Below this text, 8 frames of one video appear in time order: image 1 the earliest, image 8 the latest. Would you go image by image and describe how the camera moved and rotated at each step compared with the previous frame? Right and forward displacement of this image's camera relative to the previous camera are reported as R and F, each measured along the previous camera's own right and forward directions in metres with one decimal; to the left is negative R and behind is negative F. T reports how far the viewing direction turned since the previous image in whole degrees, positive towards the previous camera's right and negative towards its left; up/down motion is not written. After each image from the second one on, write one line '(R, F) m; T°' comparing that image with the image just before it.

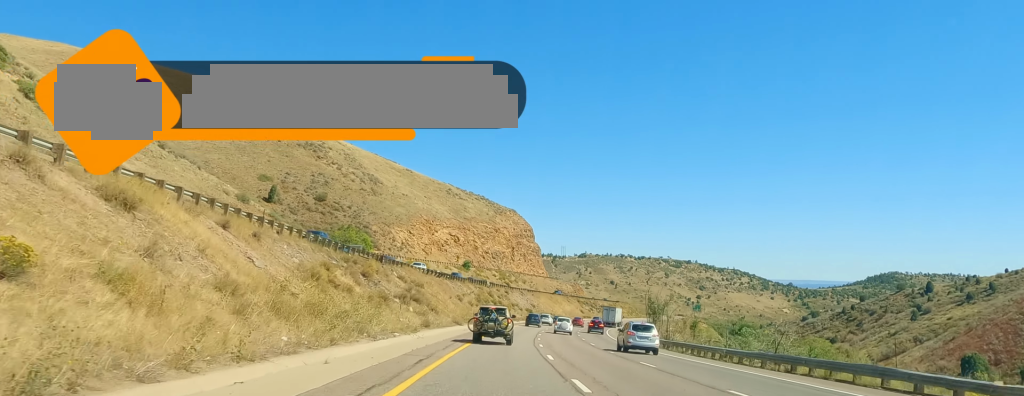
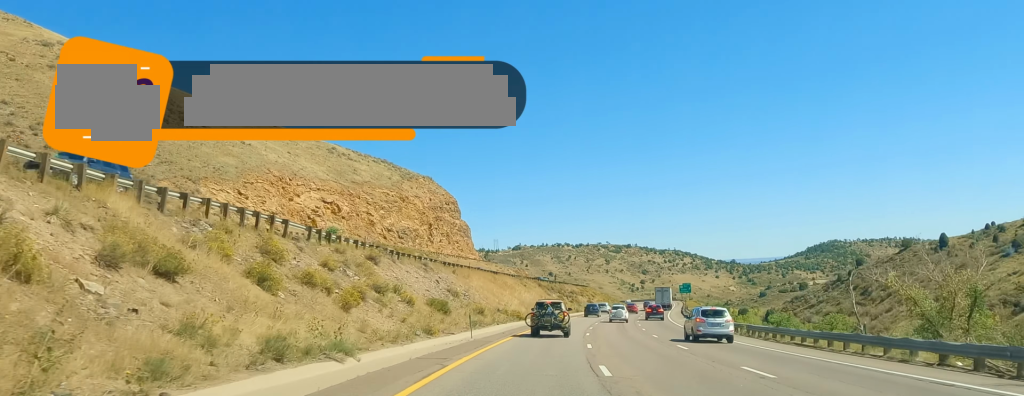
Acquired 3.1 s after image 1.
(+7.5, +102.7) m; +9°
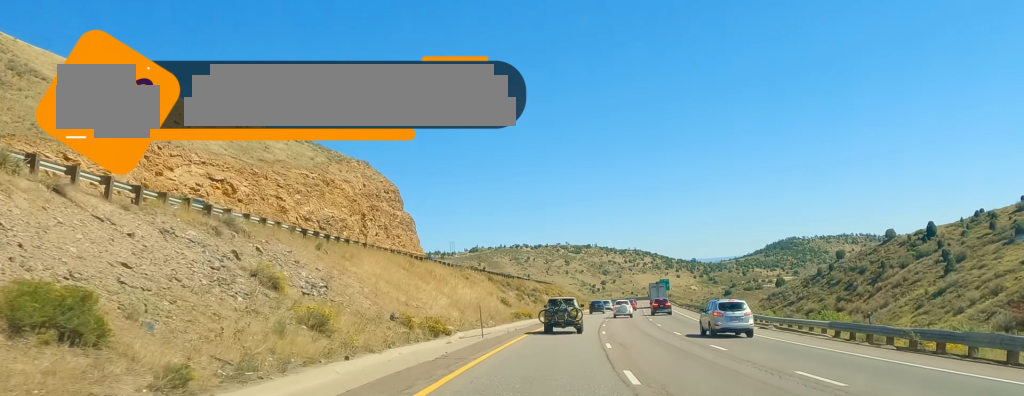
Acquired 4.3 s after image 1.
(+1.1, +39.0) m; +2°
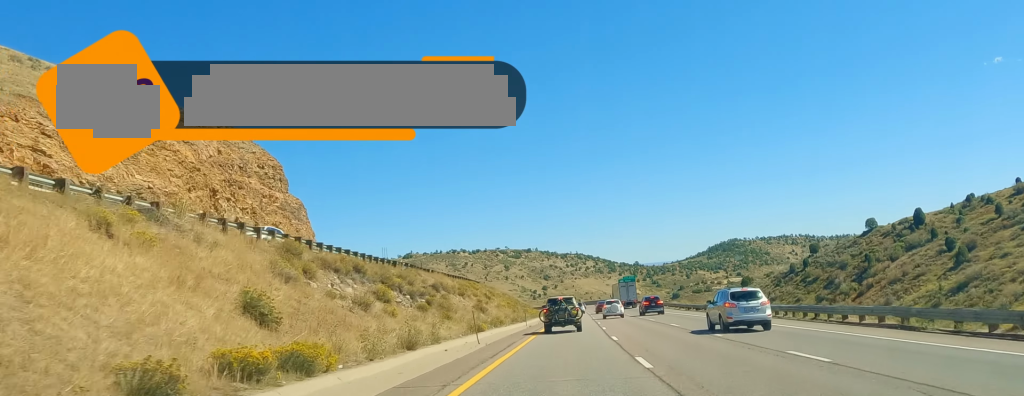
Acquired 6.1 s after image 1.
(+1.3, +57.1) m; +2°
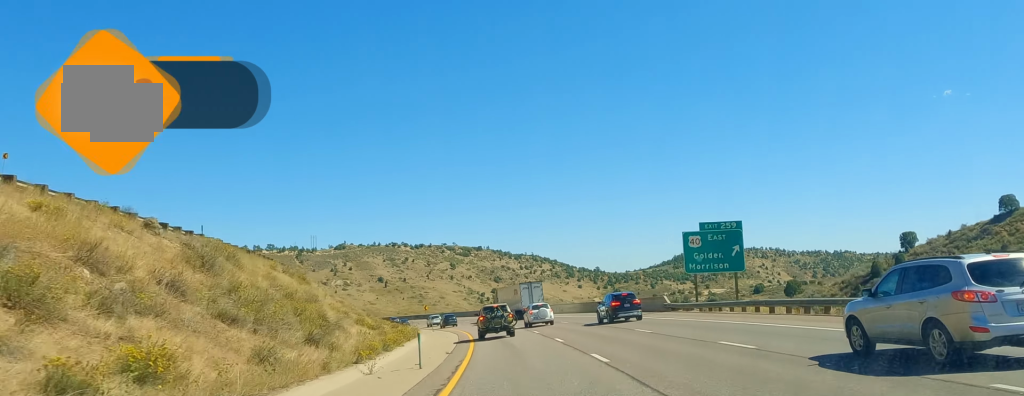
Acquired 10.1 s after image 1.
(+1.0, +127.9) m; -3°
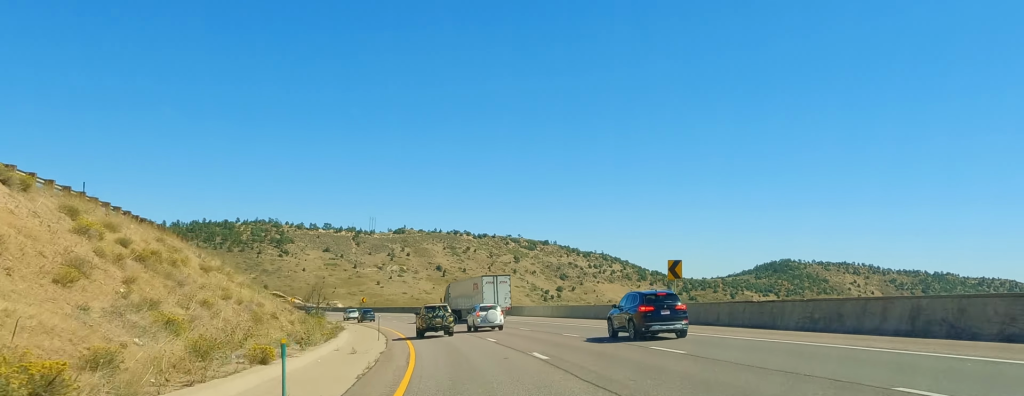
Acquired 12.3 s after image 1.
(-4.2, +70.1) m; -10°
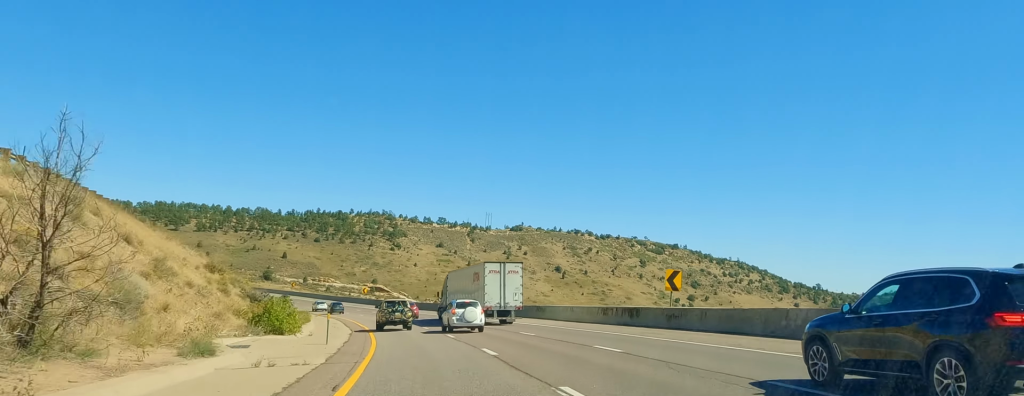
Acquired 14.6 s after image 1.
(-7.7, +69.6) m; -11°
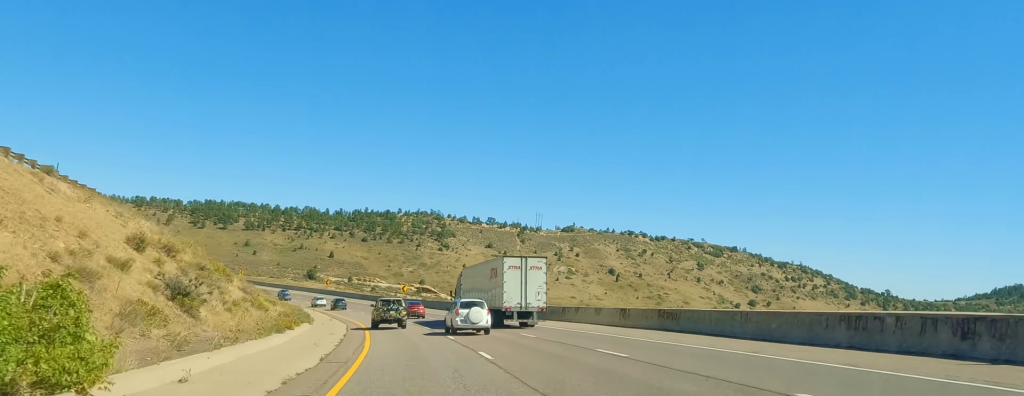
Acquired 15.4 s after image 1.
(-0.4, +25.2) m; -3°
